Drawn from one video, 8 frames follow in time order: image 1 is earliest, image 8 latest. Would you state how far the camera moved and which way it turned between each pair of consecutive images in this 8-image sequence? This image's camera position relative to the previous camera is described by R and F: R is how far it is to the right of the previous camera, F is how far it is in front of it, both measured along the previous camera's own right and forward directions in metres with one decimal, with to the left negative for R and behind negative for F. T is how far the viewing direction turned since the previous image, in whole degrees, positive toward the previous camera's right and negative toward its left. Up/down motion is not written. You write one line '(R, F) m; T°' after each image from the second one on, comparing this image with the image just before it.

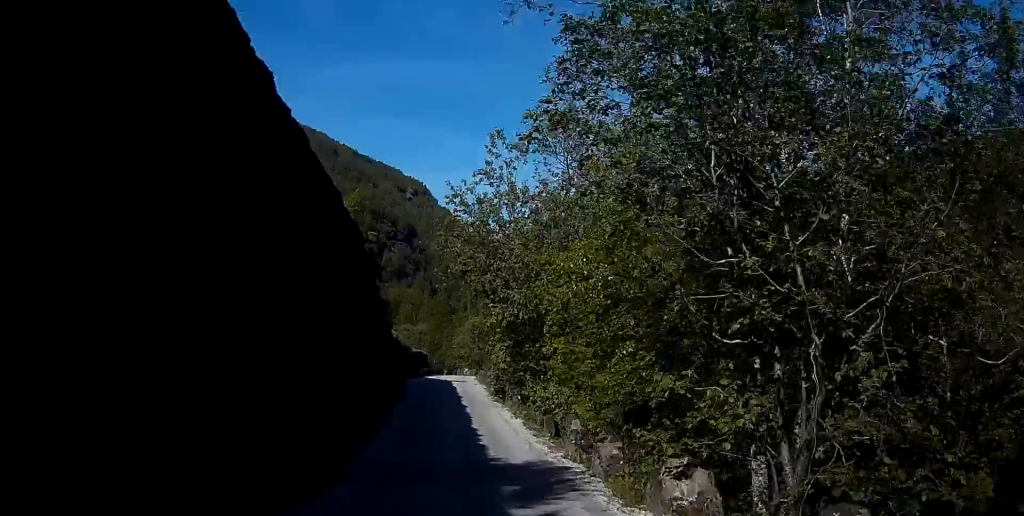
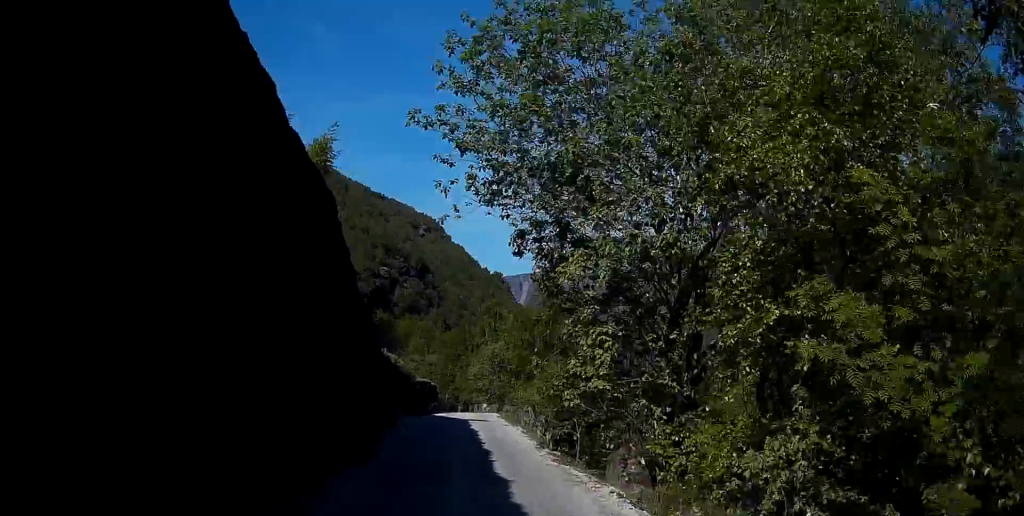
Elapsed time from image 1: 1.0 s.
(+0.1, +12.0) m; 0°
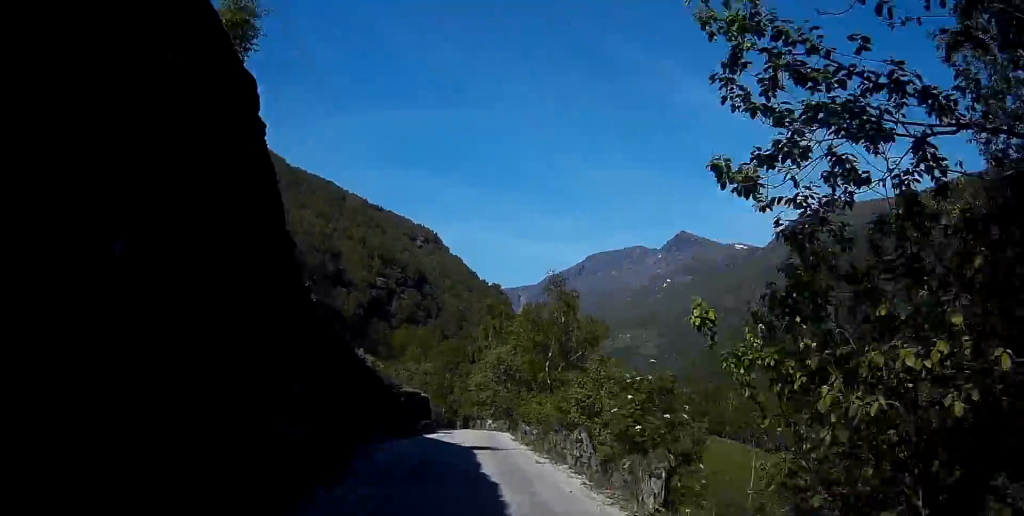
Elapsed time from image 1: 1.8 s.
(0.0, +9.9) m; 0°
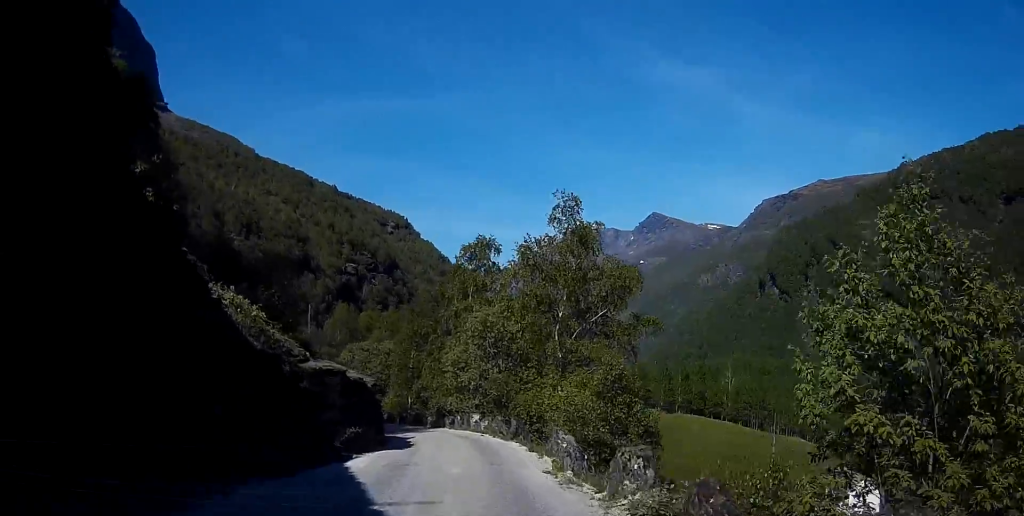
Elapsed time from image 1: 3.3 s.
(-0.1, +16.7) m; -3°
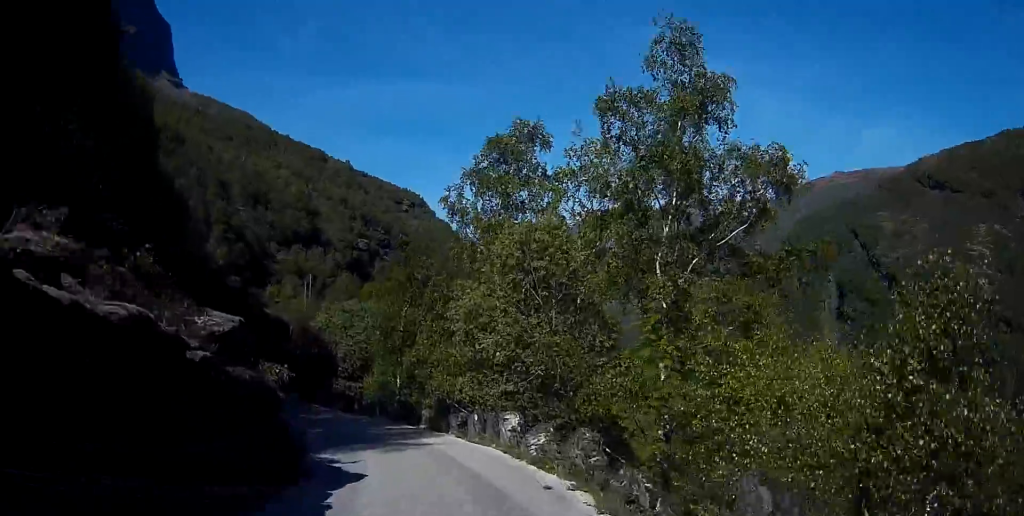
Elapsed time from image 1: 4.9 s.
(-0.7, +17.2) m; -3°
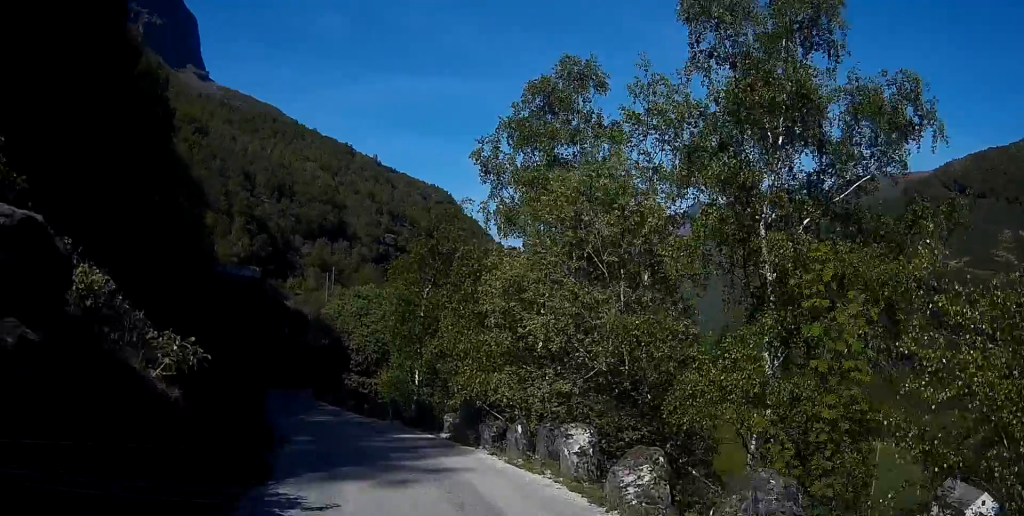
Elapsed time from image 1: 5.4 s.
(0.0, +5.7) m; -2°
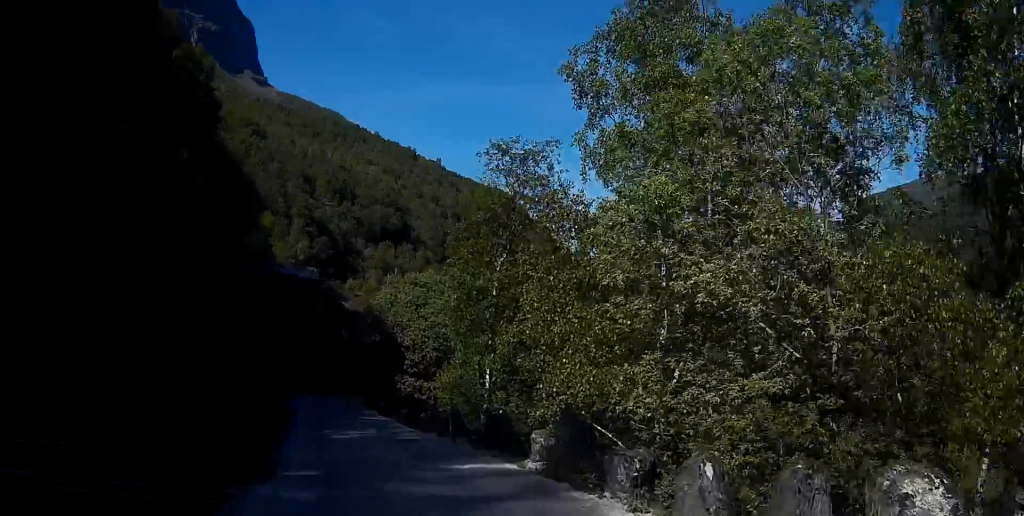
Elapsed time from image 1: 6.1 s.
(+0.1, +6.8) m; -4°
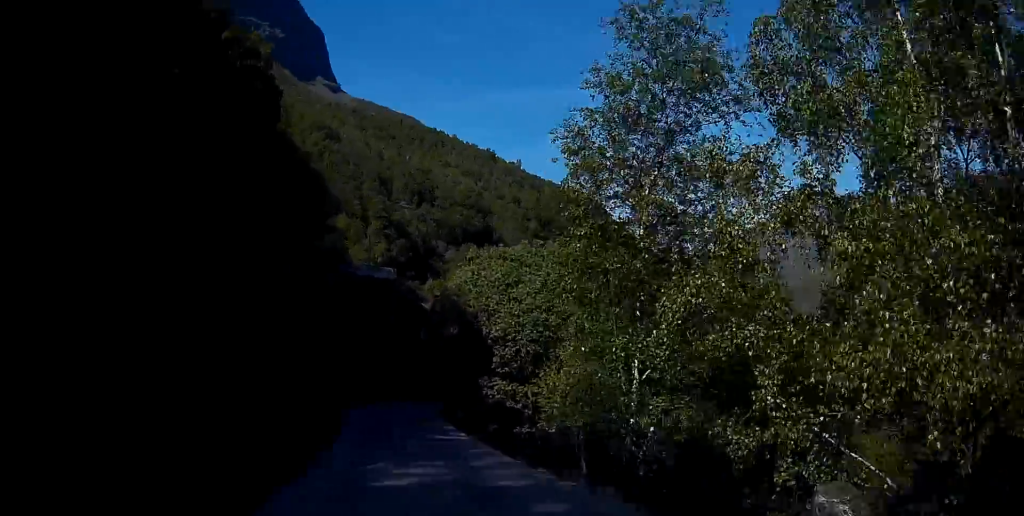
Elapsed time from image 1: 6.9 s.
(-0.6, +7.8) m; -7°
